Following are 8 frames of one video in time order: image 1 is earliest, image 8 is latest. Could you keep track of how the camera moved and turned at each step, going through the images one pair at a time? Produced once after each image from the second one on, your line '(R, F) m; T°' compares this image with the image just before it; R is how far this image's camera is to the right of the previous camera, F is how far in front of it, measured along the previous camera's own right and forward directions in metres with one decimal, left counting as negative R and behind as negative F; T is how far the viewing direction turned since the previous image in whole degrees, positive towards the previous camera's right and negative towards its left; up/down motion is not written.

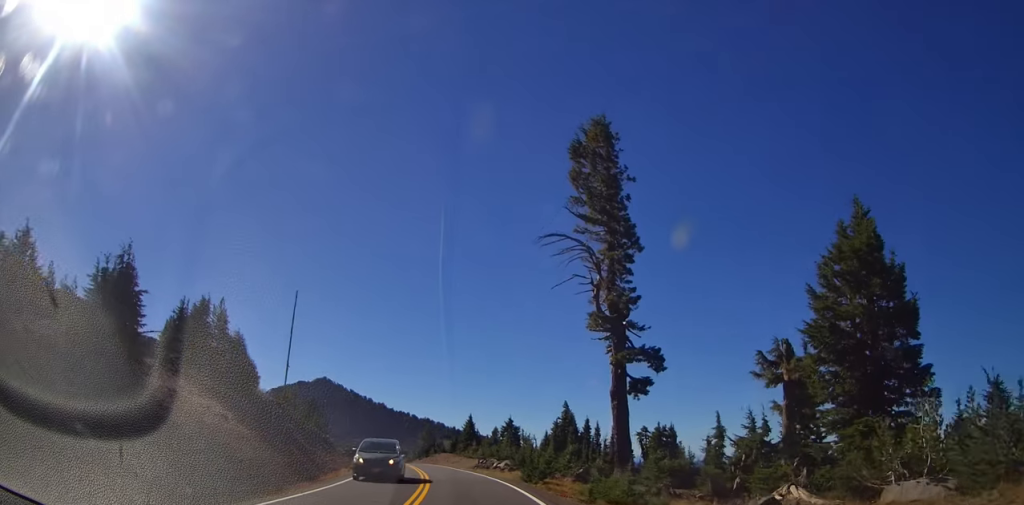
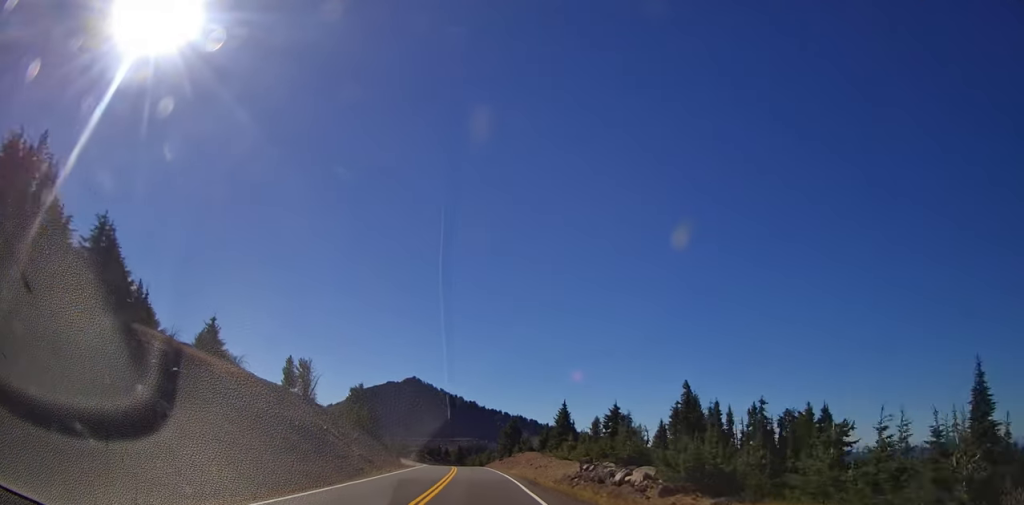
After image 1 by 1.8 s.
(-2.2, +25.6) m; -10°
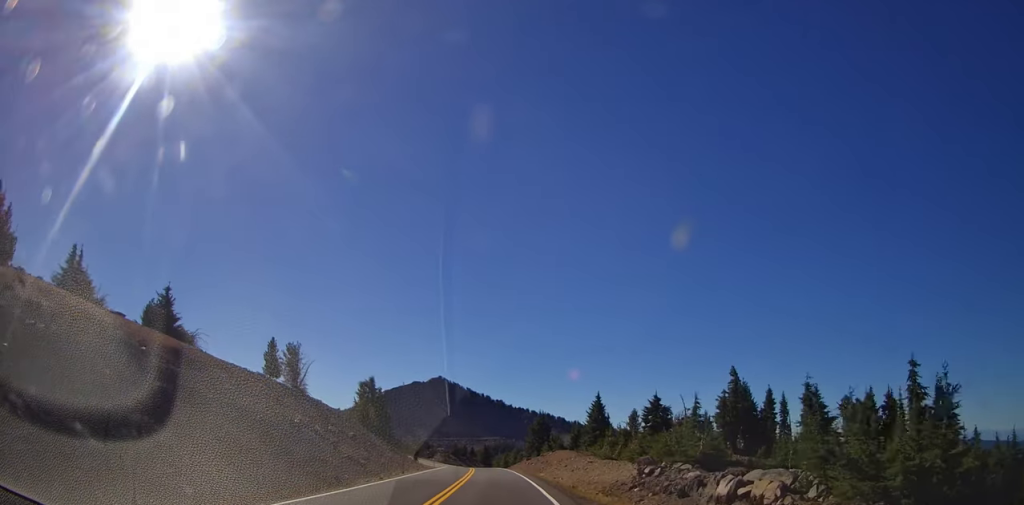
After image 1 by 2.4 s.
(-0.3, +9.2) m; -4°
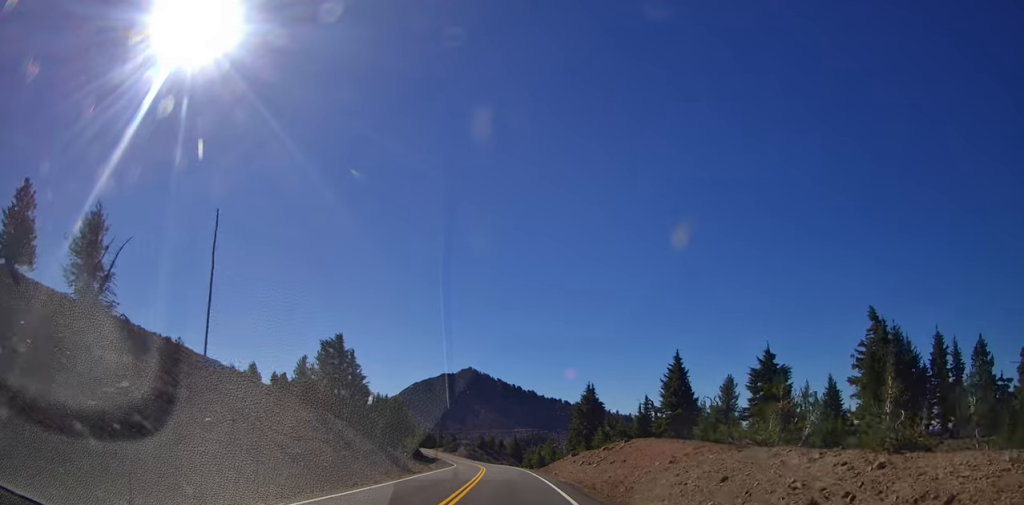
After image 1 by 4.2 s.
(-1.5, +27.2) m; -2°
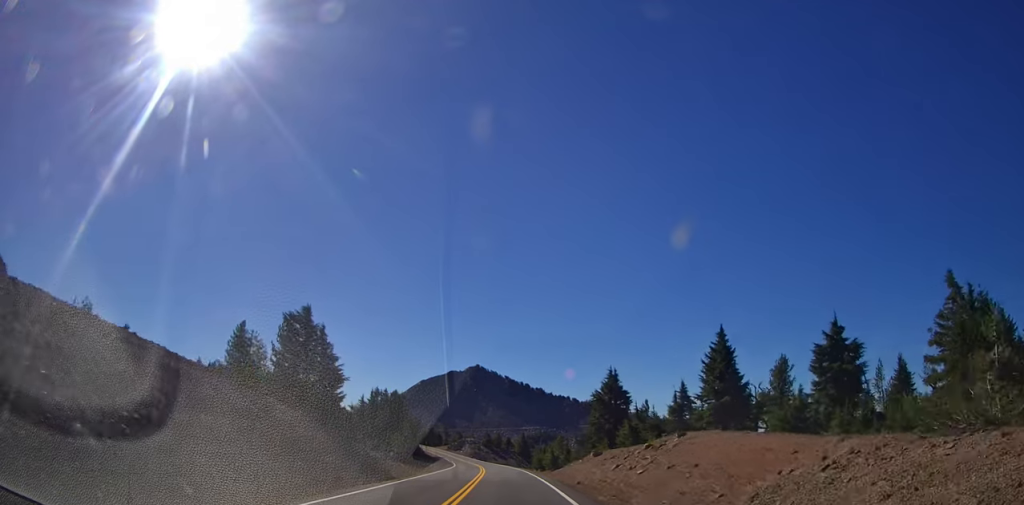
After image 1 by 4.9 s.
(+0.3, +10.7) m; -1°
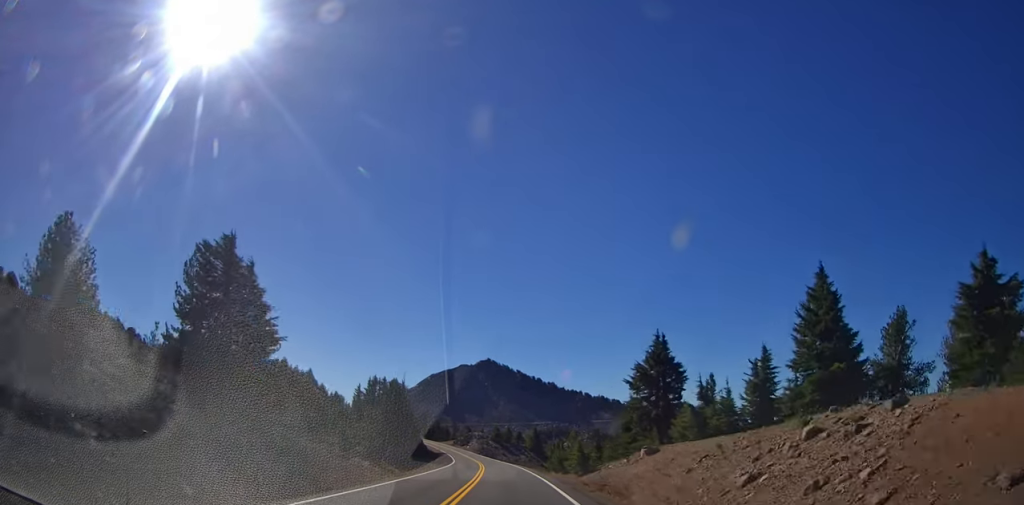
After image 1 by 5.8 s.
(-0.4, +14.8) m; -3°
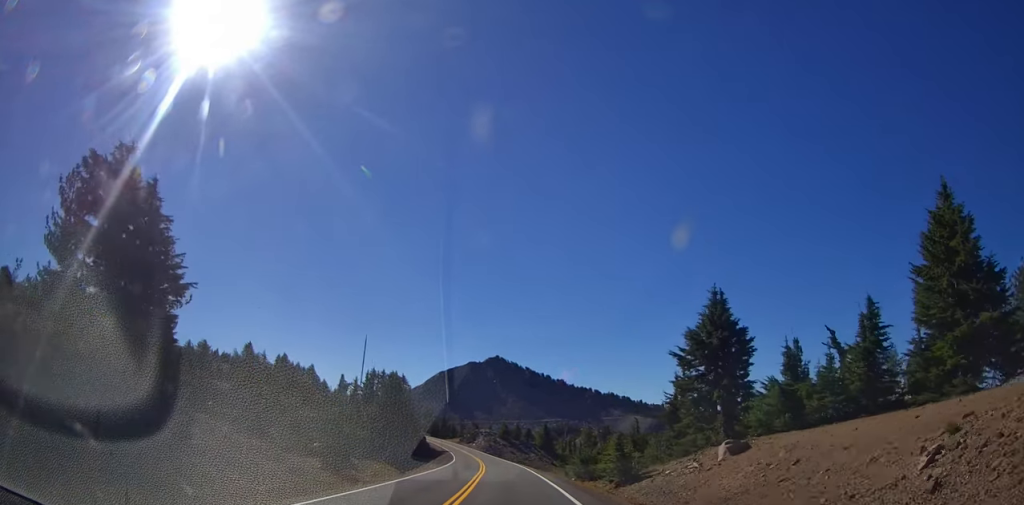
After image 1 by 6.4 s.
(-0.2, +10.6) m; -1°
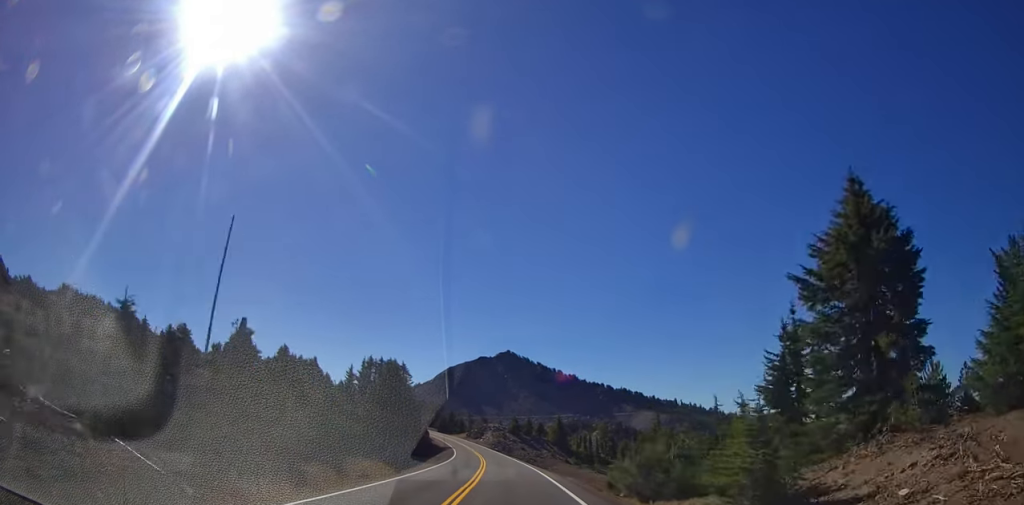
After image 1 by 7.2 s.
(-0.3, +13.1) m; +1°
